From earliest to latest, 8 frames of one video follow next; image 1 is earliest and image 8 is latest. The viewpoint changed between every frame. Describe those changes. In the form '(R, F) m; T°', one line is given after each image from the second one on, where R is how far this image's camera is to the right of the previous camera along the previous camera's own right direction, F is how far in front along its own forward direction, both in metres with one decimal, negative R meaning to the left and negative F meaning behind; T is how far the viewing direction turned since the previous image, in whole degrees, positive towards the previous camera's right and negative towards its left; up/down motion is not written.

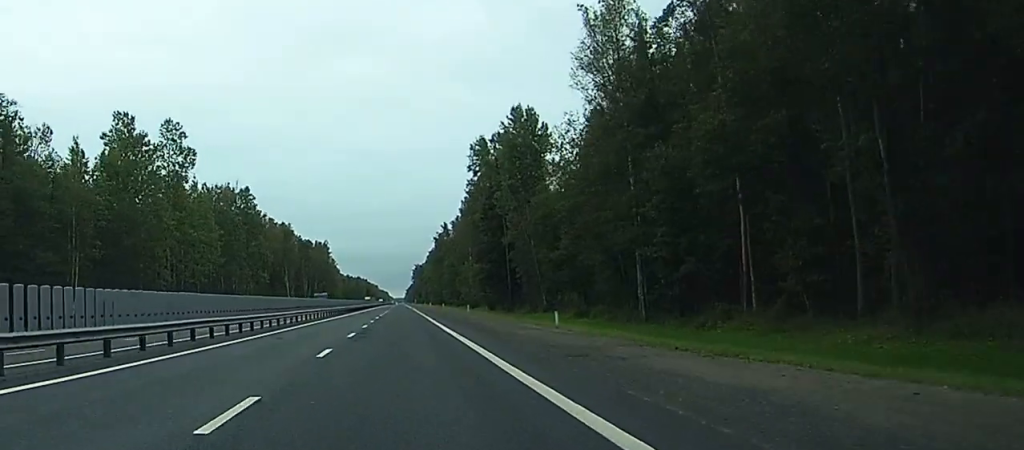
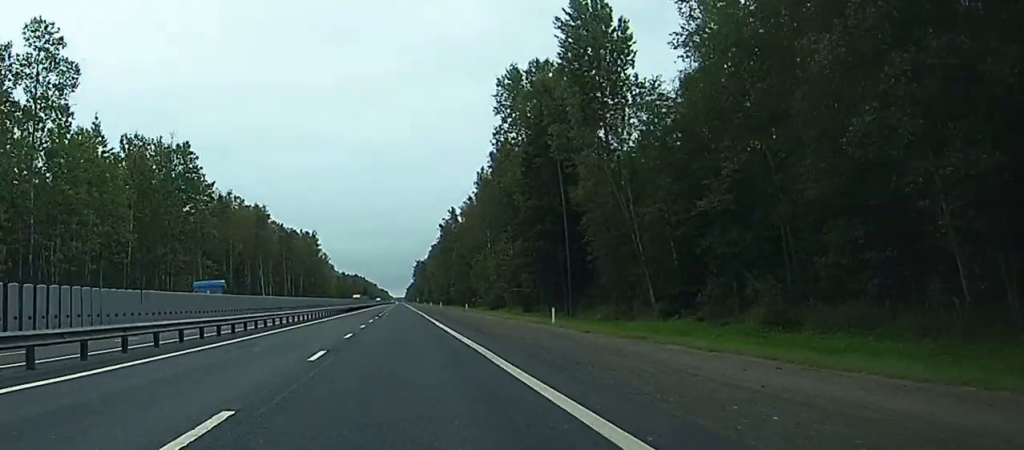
(-0.4, +49.2) m; -1°
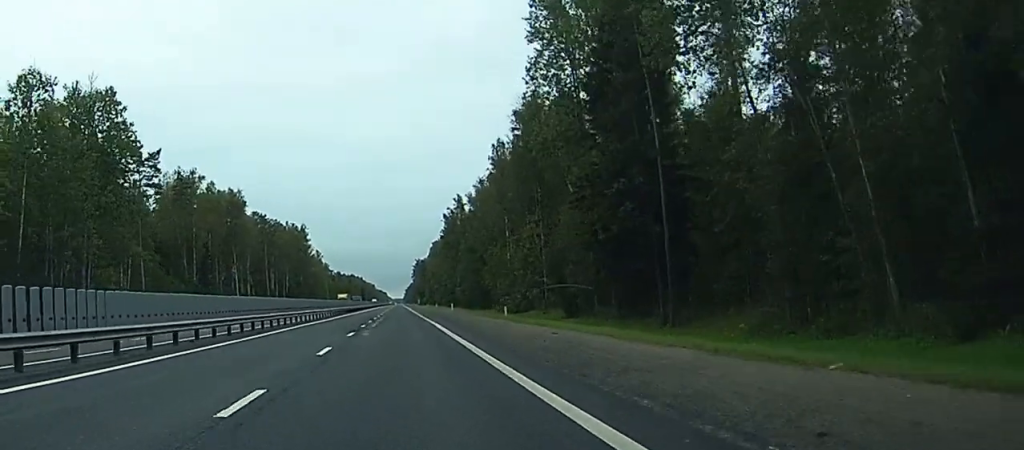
(0.0, +33.2) m; 0°
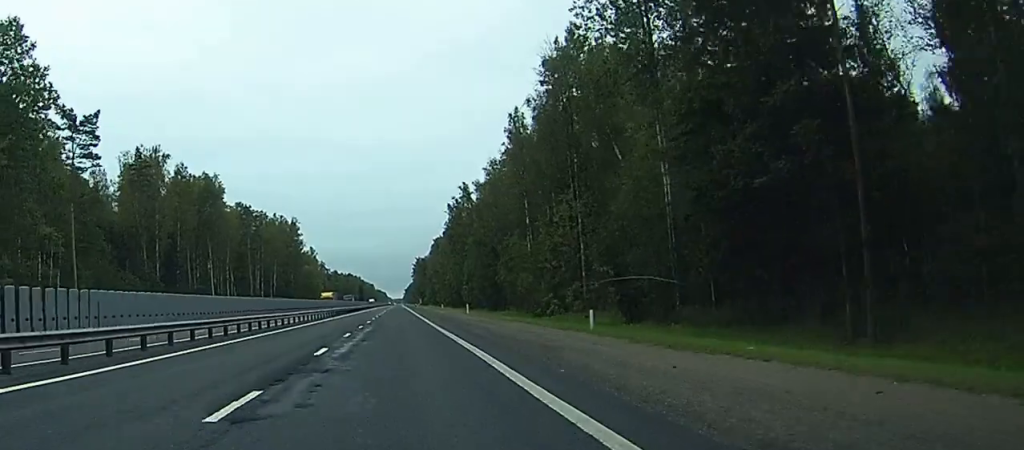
(+0.1, +24.2) m; 0°
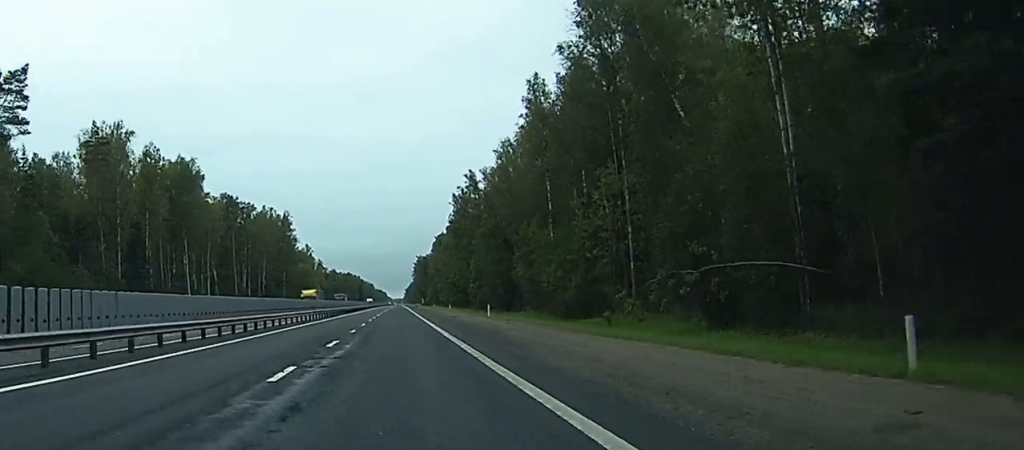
(+0.1, +18.8) m; 0°
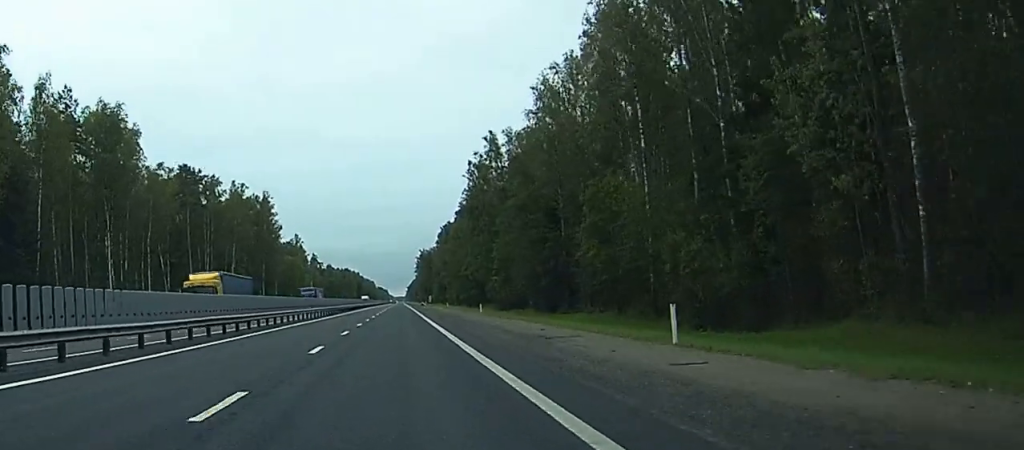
(-0.2, +40.1) m; 0°
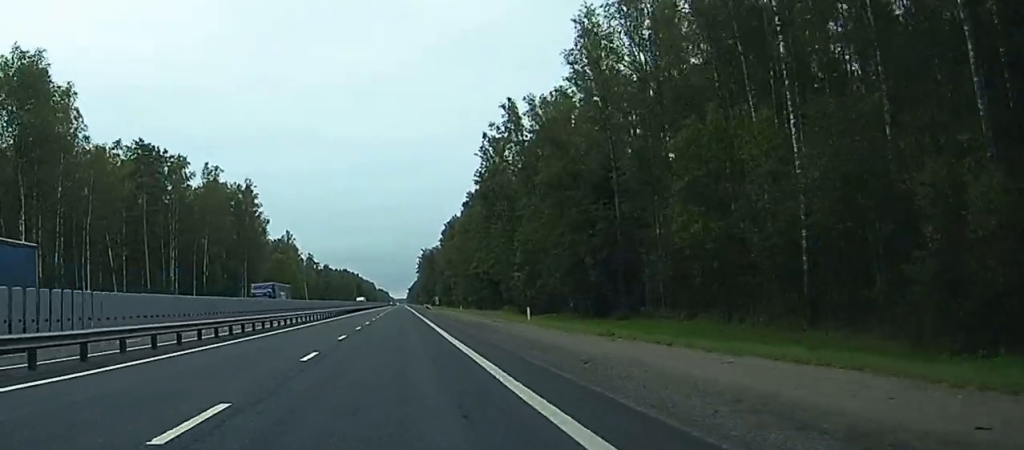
(0.0, +24.8) m; 0°
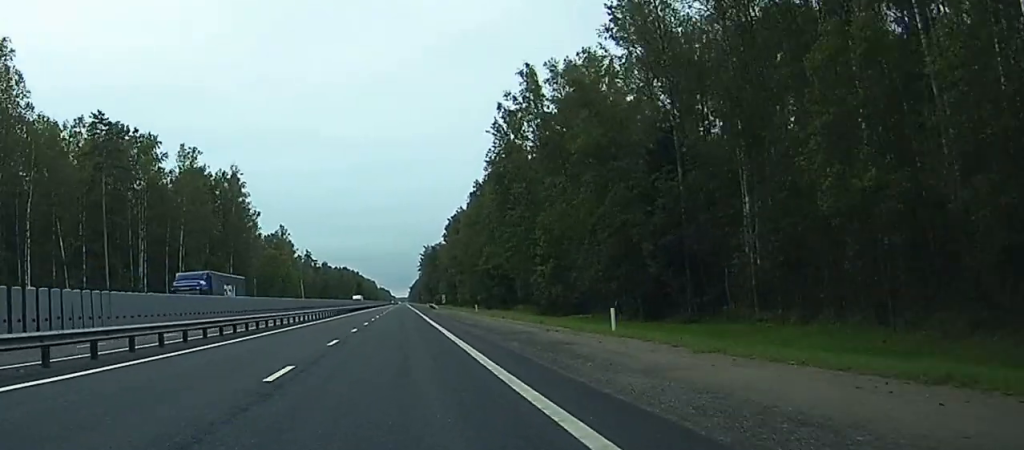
(0.0, +16.9) m; +2°
